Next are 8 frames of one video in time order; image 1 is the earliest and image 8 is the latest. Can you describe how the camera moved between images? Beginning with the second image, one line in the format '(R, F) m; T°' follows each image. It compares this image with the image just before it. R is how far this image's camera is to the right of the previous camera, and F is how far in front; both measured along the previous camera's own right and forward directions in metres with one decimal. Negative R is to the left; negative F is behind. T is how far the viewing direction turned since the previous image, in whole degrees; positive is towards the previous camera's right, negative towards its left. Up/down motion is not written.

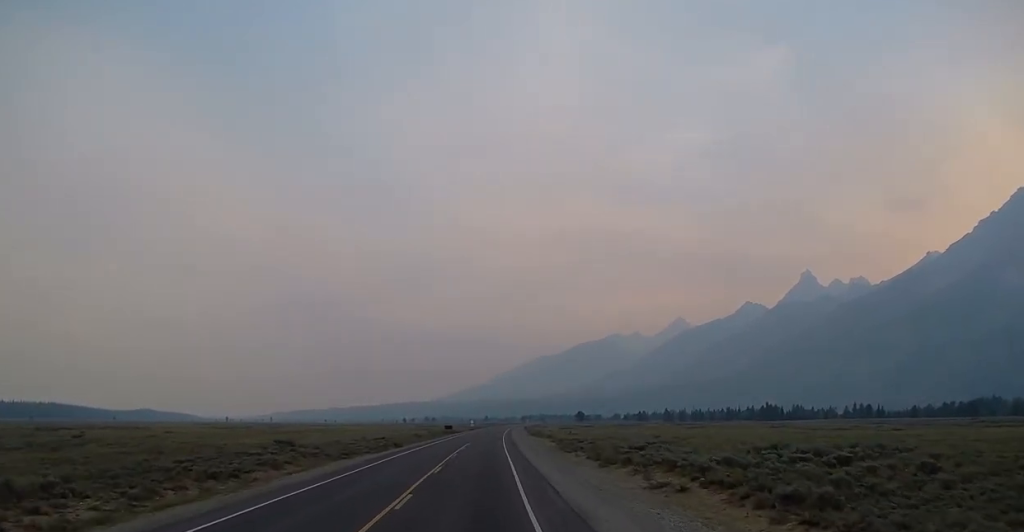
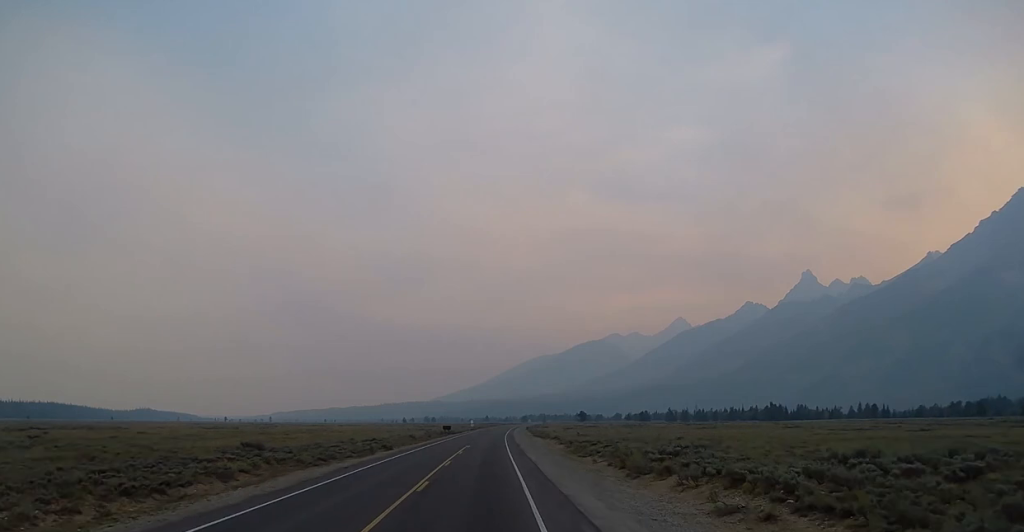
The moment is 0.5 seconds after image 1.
(-0.1, +7.9) m; 0°
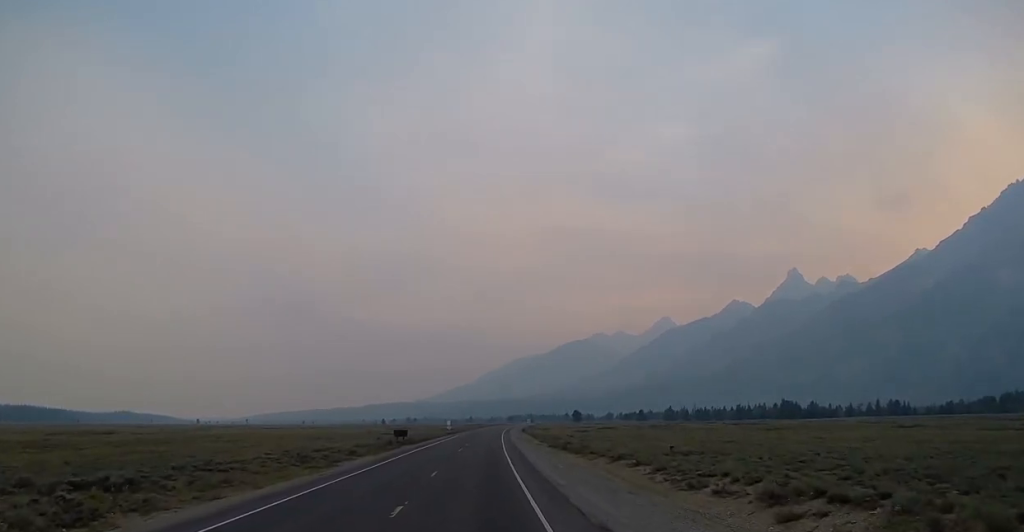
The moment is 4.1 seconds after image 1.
(+0.5, +54.1) m; +1°
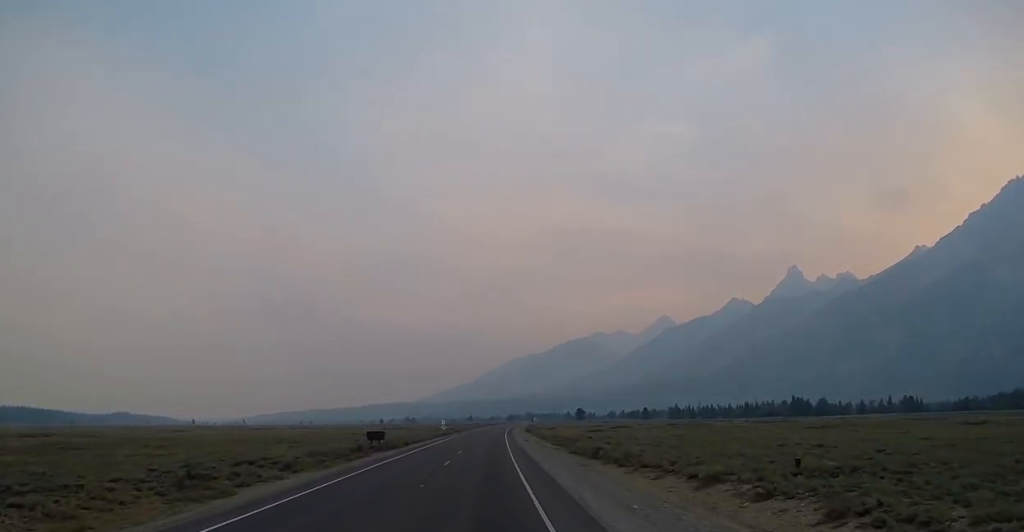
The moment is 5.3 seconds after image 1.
(+0.1, +17.5) m; 0°
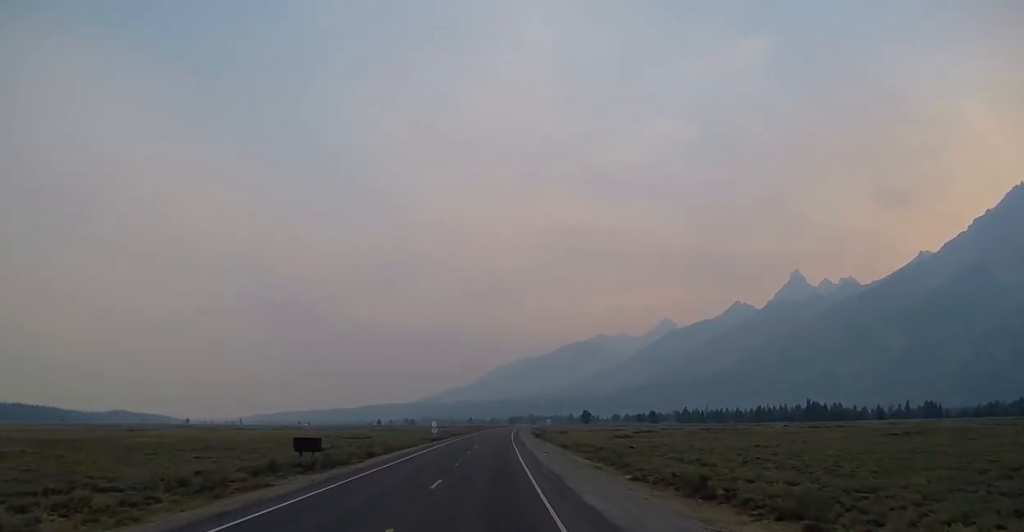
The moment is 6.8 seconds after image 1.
(-0.3, +24.1) m; -1°
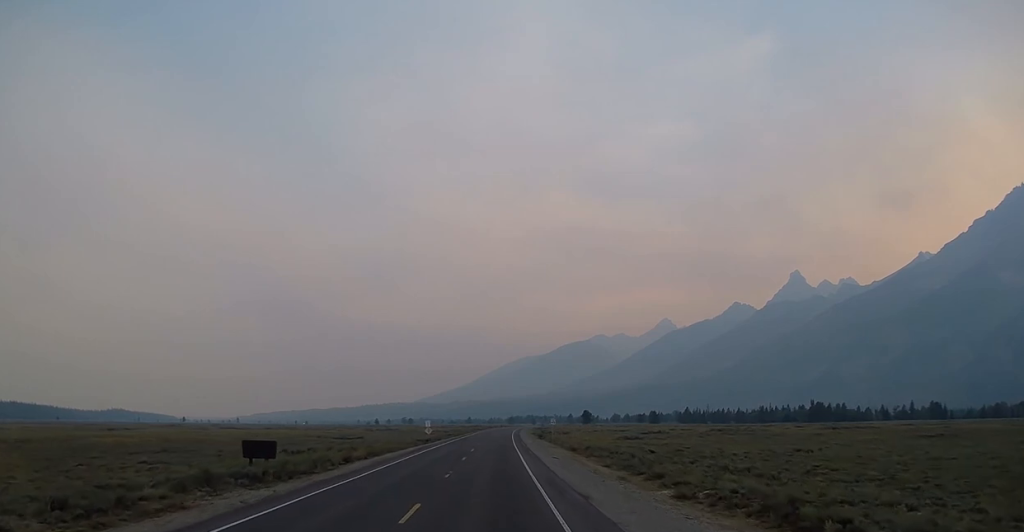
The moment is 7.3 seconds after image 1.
(0.0, +8.2) m; 0°
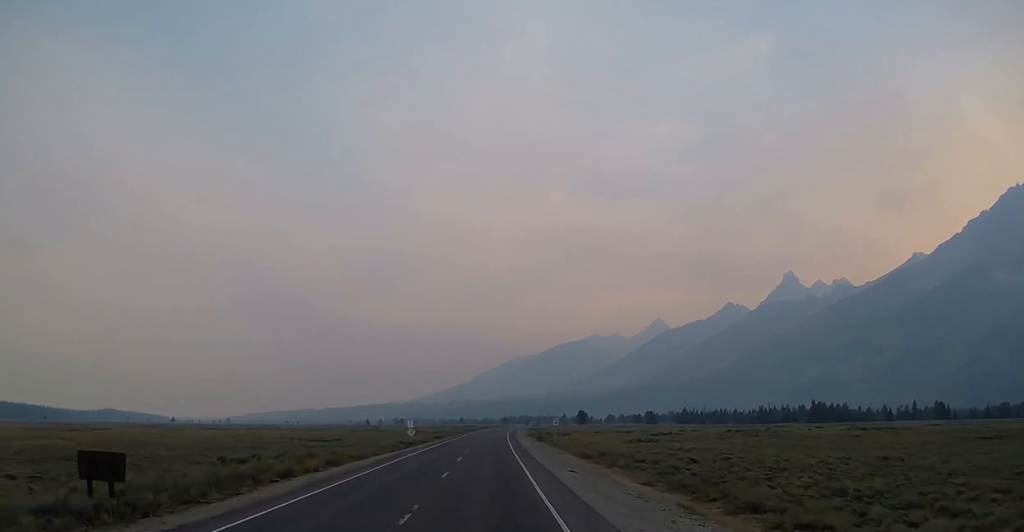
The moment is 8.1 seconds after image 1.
(-0.1, +12.6) m; +2°
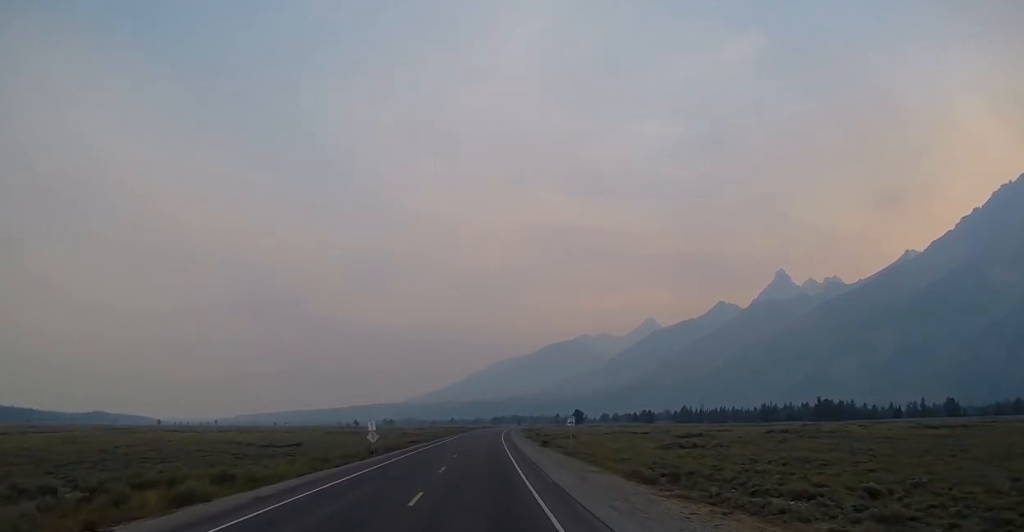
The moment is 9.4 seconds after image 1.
(+0.7, +20.6) m; +2°
